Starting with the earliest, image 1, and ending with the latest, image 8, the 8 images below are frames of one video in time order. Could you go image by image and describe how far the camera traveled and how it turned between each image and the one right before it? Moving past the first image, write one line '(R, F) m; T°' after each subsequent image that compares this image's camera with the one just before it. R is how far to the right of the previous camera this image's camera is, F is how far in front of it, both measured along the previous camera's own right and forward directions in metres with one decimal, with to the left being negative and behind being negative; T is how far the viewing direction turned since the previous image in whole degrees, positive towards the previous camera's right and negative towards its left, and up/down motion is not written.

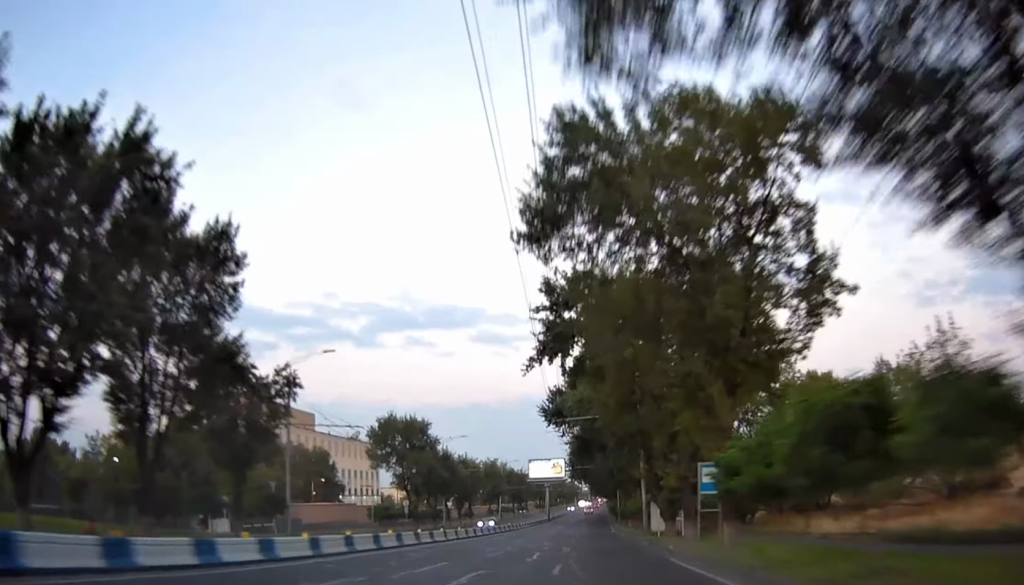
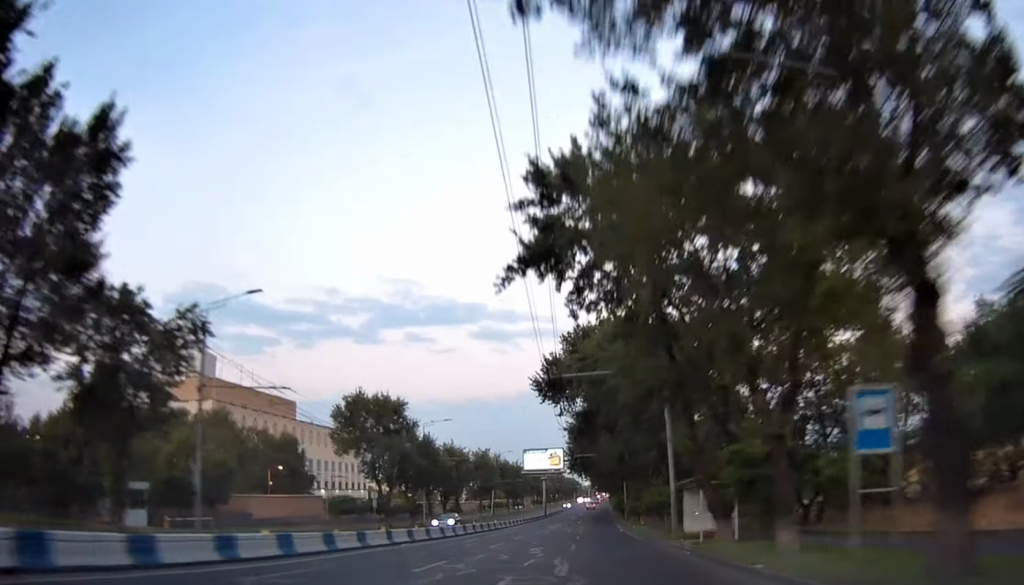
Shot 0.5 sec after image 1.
(-0.2, +11.2) m; 0°
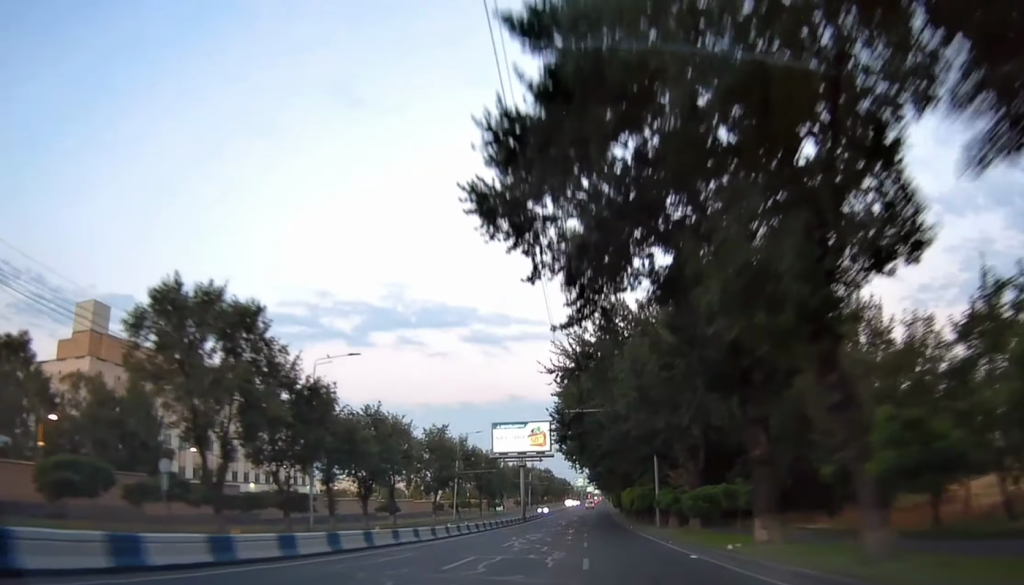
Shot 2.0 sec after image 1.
(+0.6, +32.2) m; +2°
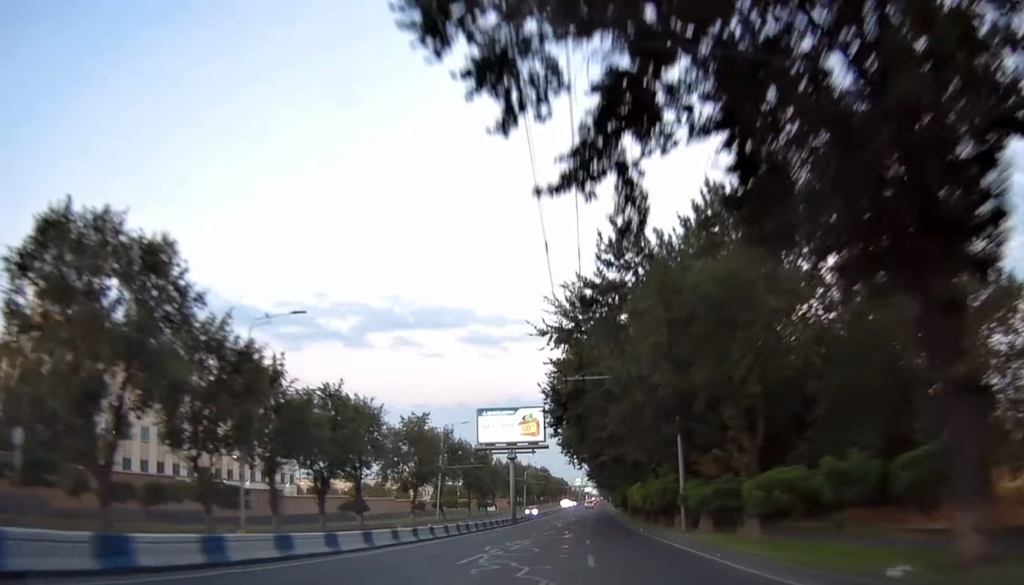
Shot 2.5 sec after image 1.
(+0.2, +10.1) m; 0°
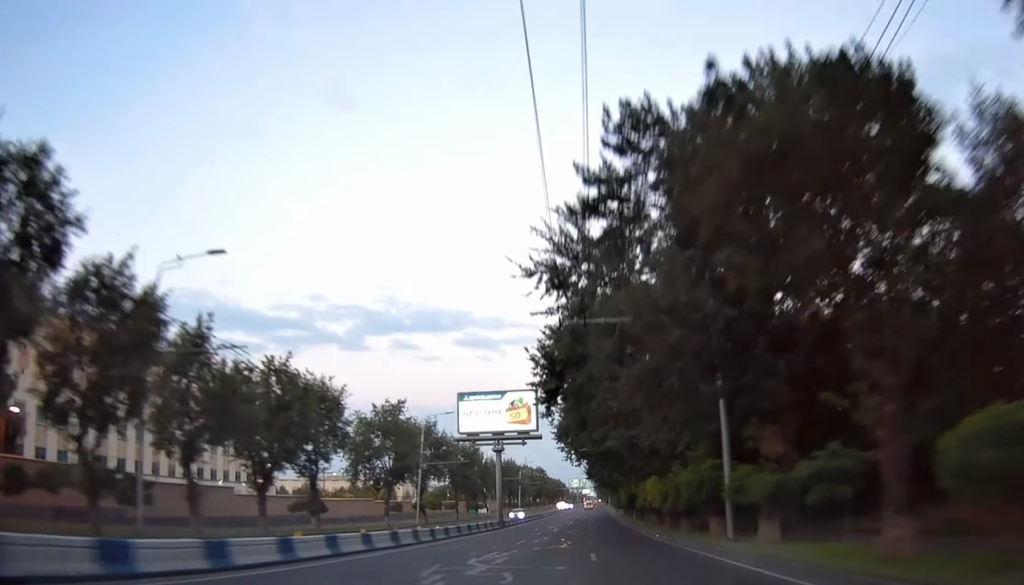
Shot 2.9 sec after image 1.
(+0.2, +9.4) m; 0°
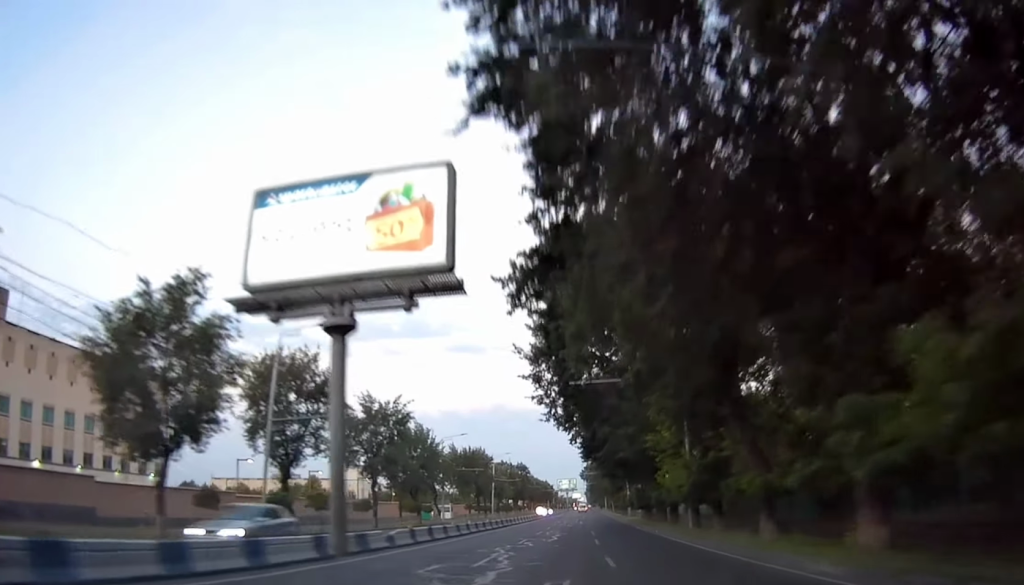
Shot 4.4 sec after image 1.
(-0.2, +36.0) m; +1°
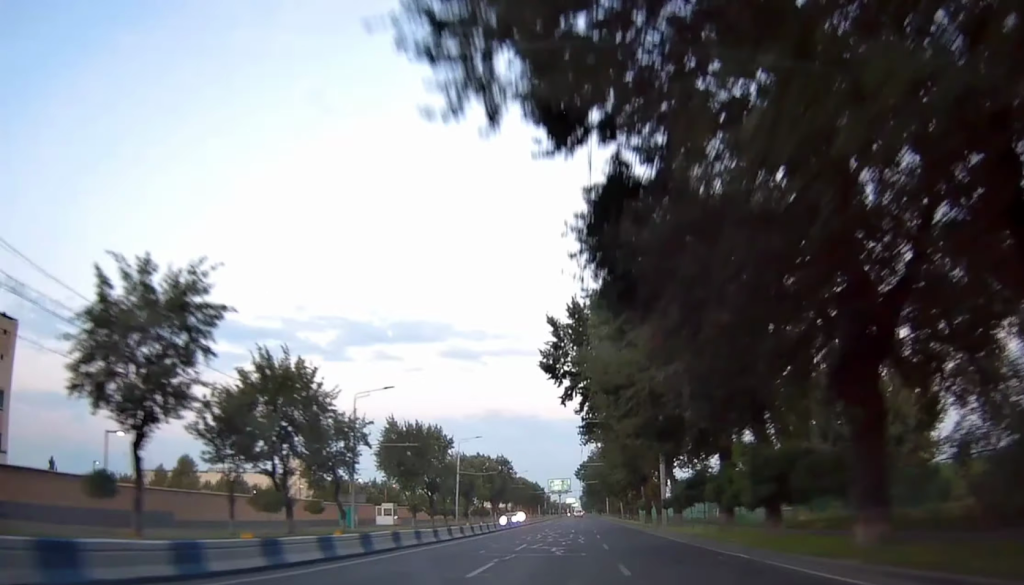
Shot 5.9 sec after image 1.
(+0.1, +34.1) m; +1°
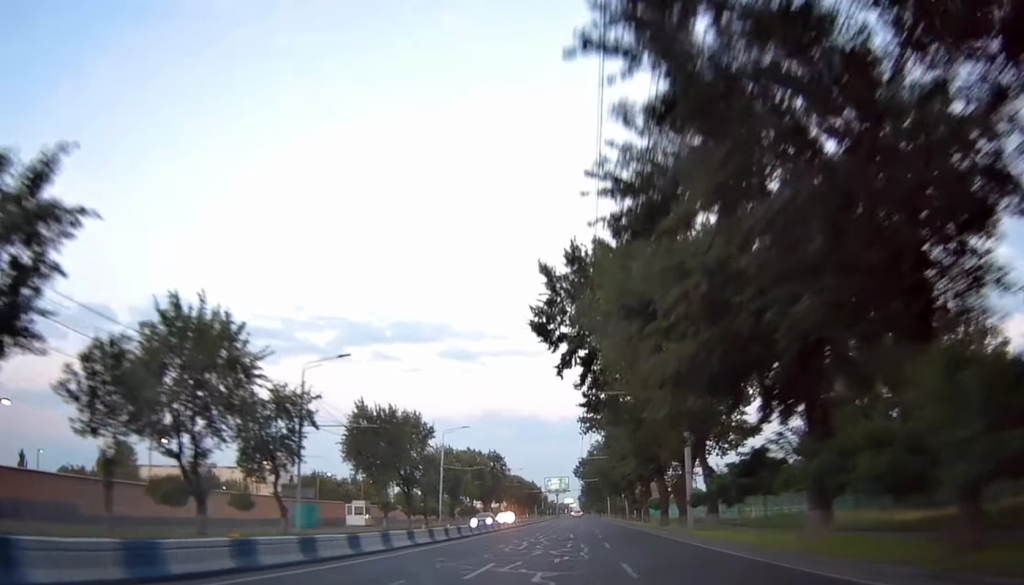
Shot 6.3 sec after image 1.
(+0.1, +11.0) m; +1°
